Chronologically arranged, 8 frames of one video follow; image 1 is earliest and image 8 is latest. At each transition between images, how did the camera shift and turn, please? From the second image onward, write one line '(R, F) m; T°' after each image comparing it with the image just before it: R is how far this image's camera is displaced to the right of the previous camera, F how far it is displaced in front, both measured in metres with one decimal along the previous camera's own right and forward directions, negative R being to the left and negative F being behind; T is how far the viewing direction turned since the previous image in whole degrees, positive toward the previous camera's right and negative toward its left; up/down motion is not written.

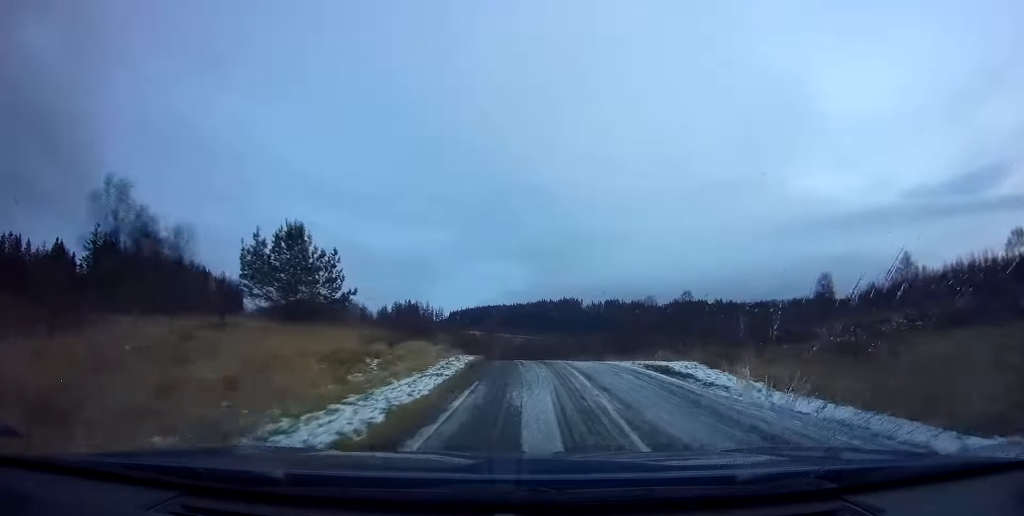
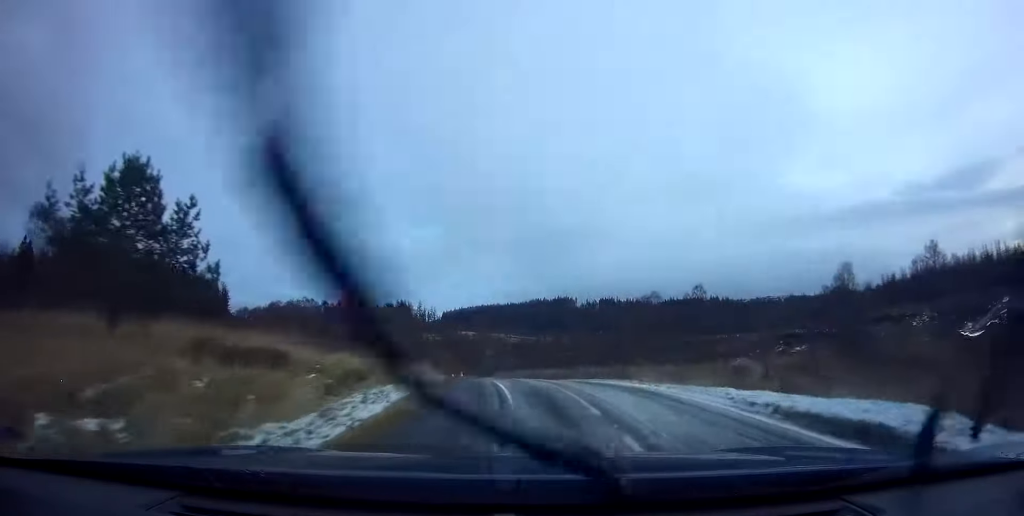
(-0.2, +10.4) m; -2°
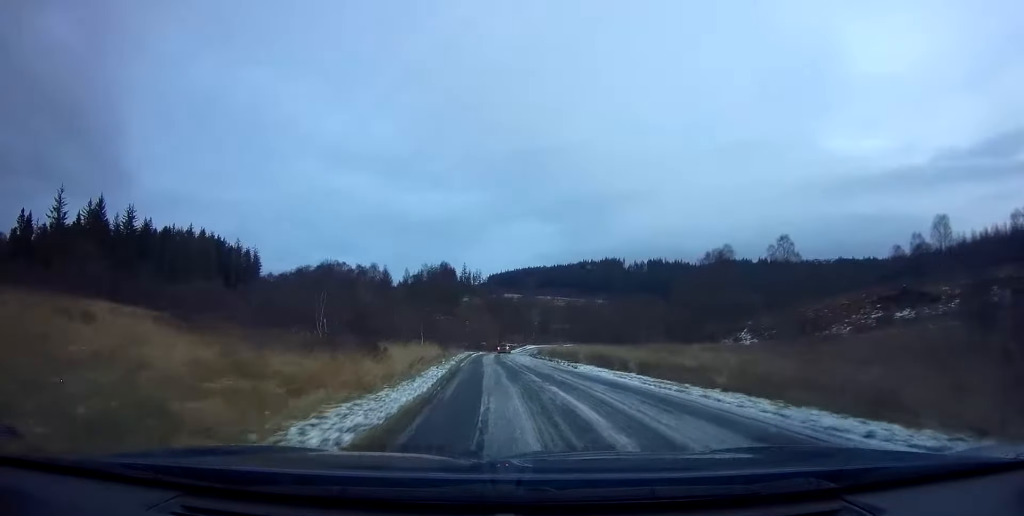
(-0.3, +15.6) m; -2°
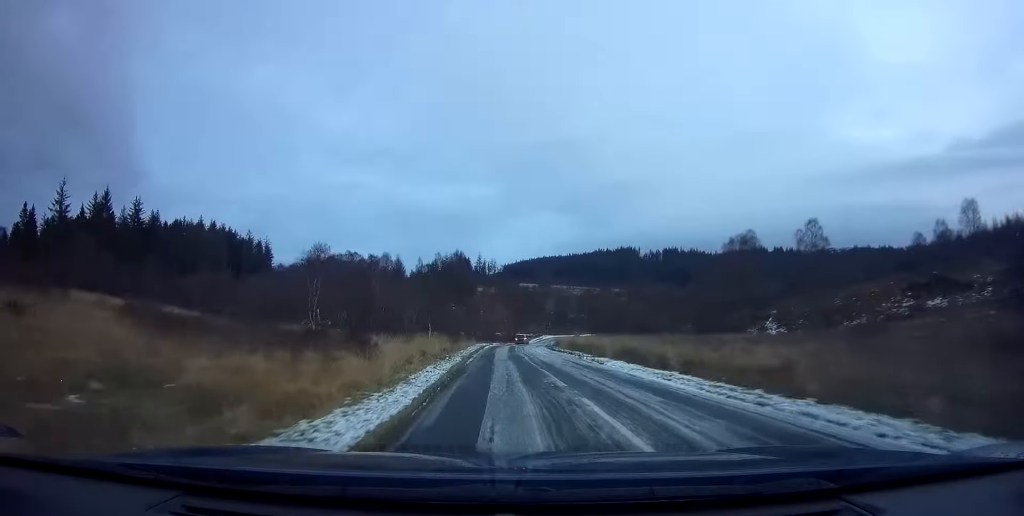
(0.0, +3.9) m; -1°
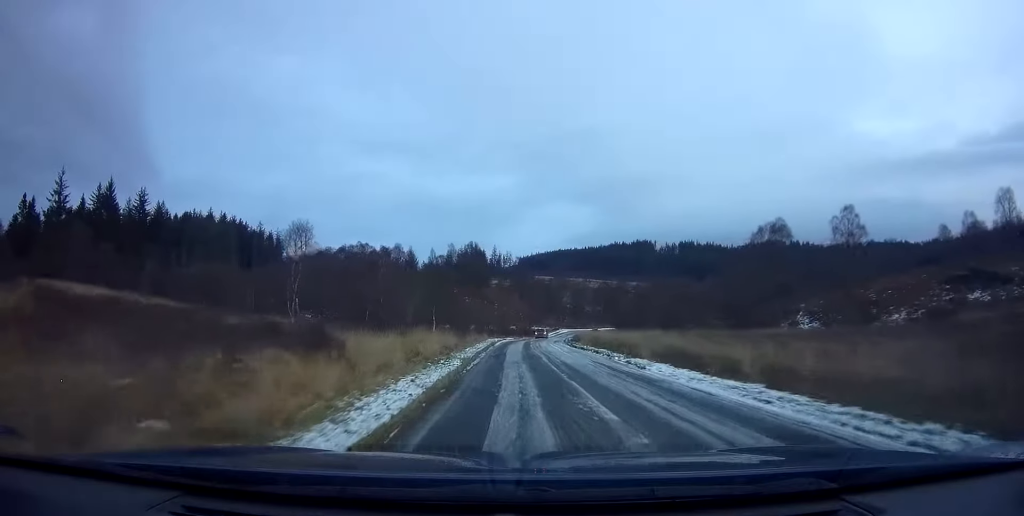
(0.0, +5.1) m; -1°
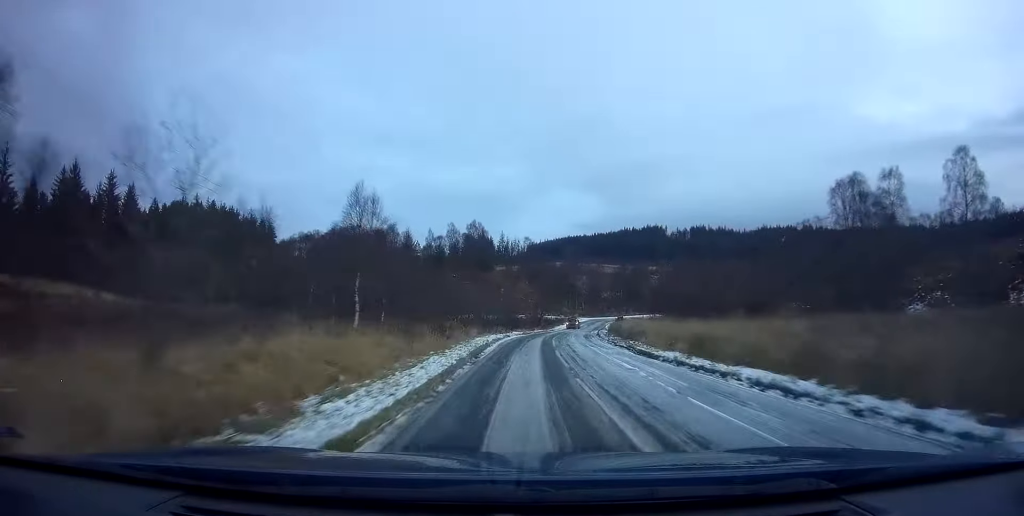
(-0.8, +19.5) m; -3°
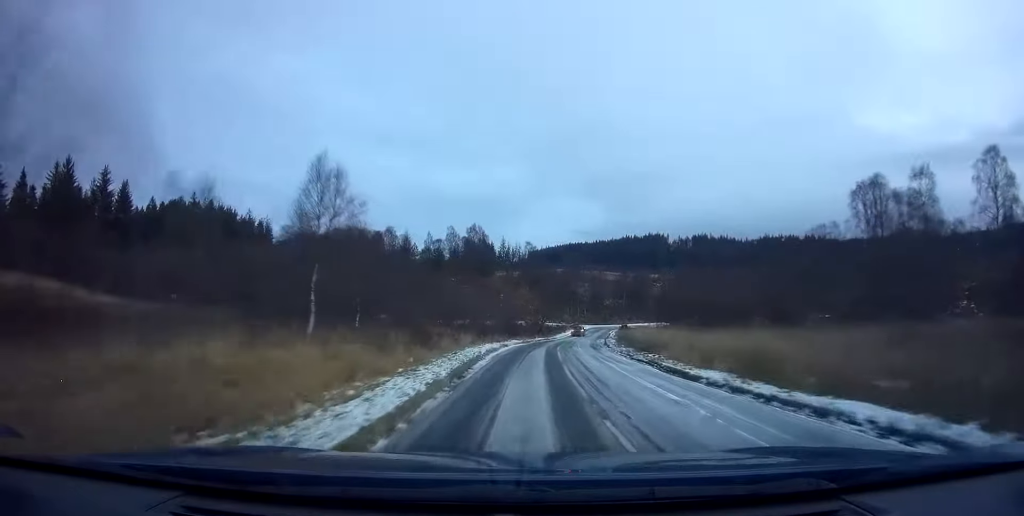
(0.0, +4.0) m; 0°
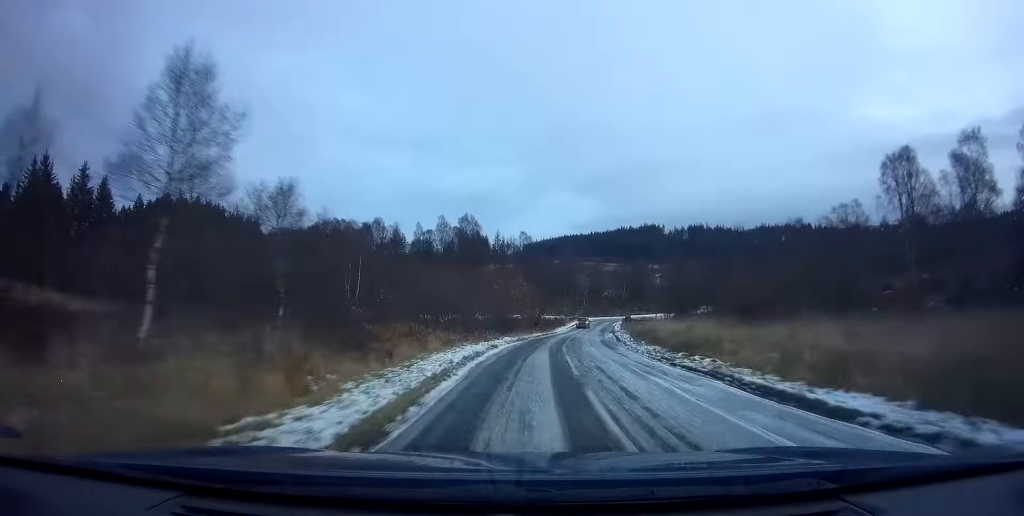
(0.0, +6.8) m; 0°
